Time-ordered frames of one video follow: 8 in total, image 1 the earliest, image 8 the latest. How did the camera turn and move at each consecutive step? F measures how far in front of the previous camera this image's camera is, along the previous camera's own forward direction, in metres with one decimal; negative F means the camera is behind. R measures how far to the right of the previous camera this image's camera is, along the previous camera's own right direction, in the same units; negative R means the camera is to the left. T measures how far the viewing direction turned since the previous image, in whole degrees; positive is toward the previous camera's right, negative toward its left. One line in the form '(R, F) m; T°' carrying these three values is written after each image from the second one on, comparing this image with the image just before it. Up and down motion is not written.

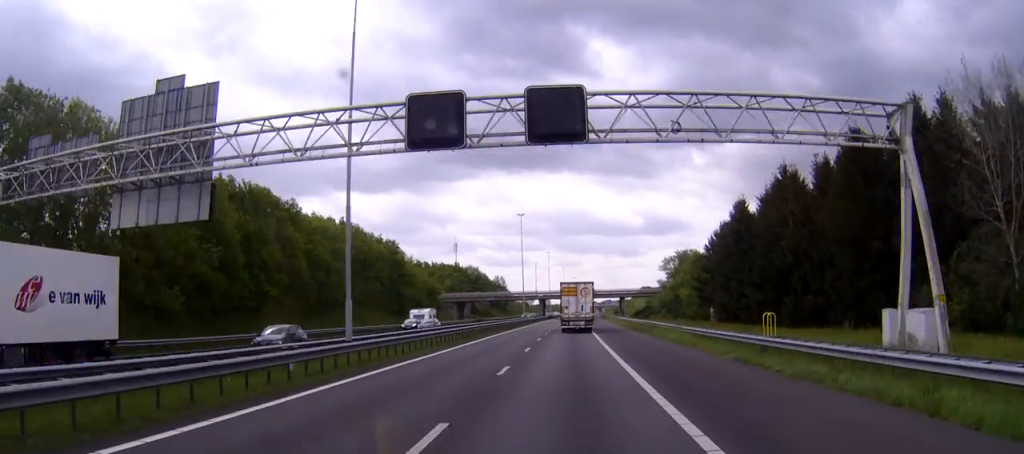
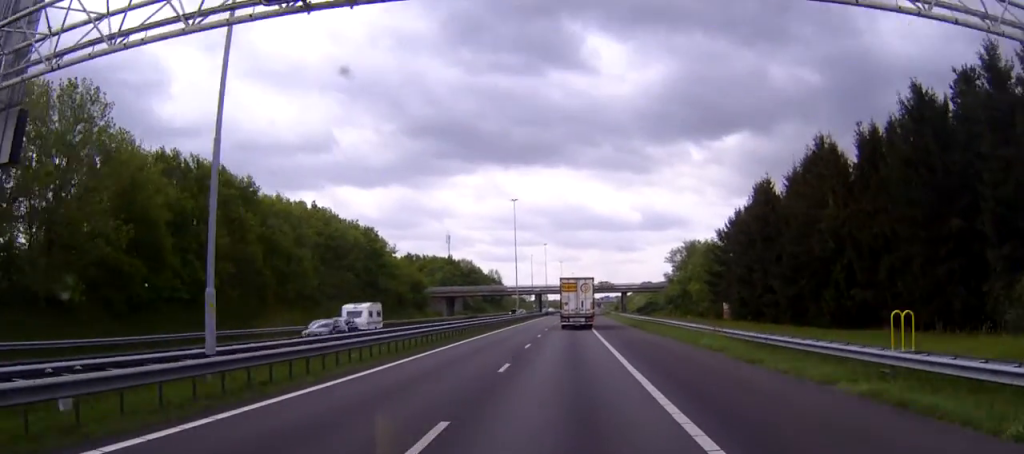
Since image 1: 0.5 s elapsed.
(0.0, +11.9) m; 0°
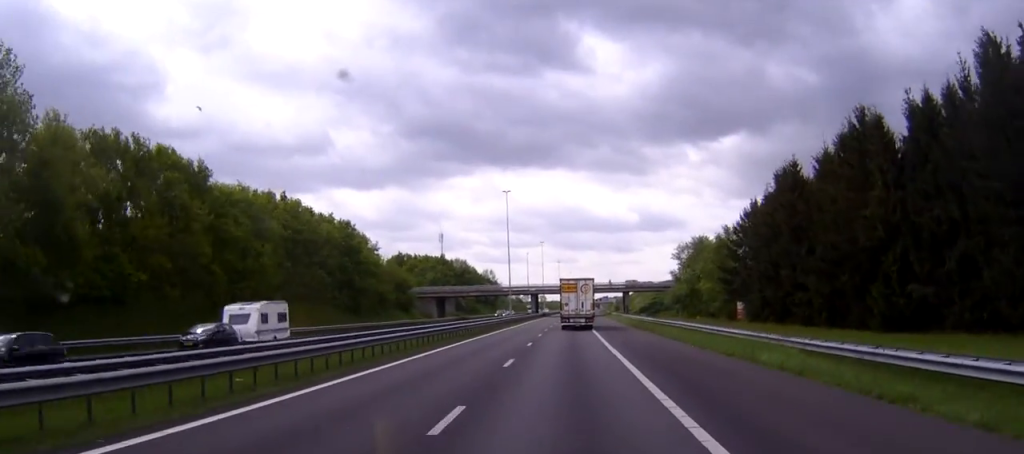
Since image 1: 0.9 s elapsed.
(0.0, +10.3) m; 0°
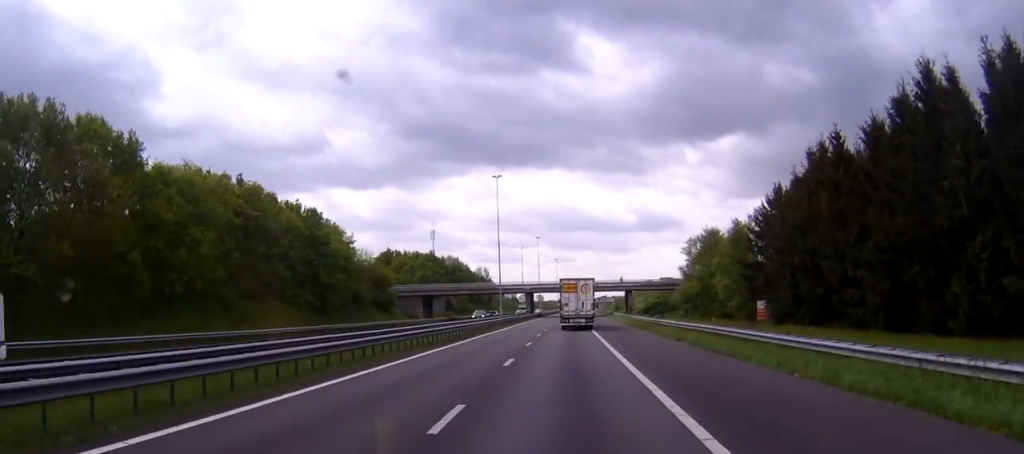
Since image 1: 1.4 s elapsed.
(0.0, +11.9) m; 0°
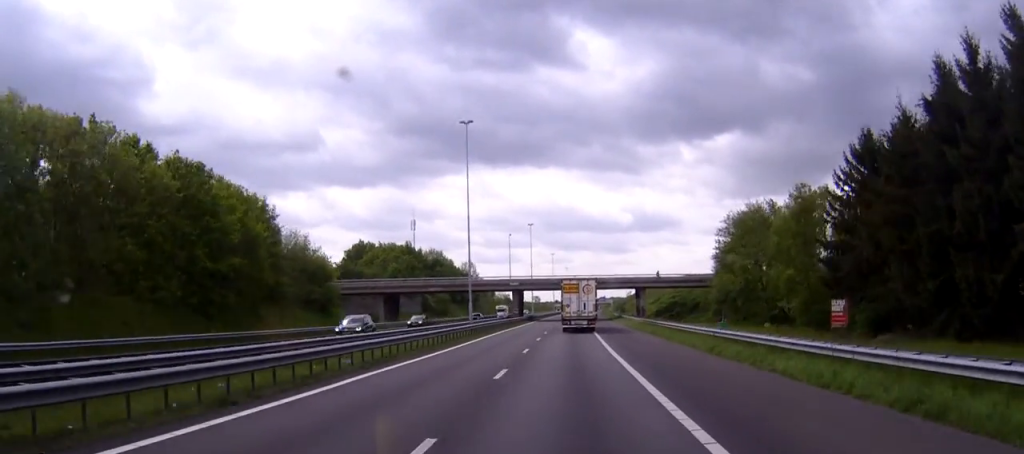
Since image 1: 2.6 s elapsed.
(+0.1, +26.8) m; +1°
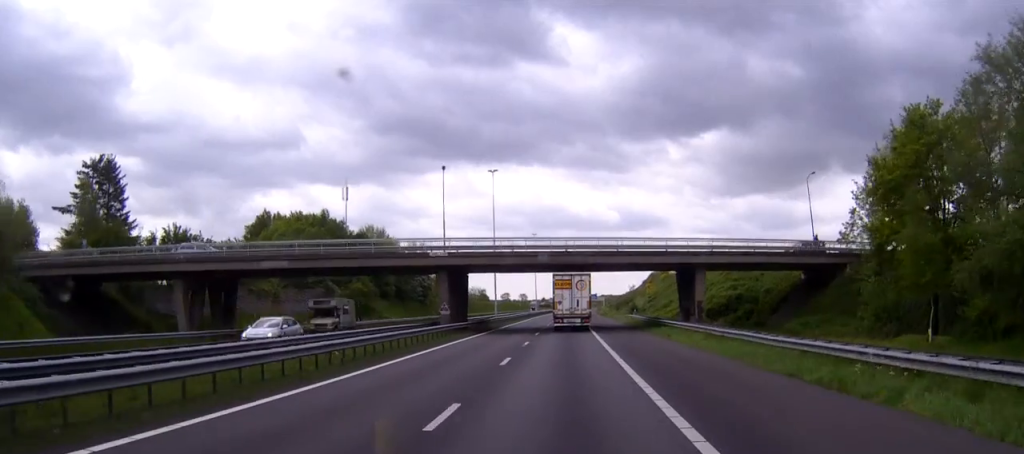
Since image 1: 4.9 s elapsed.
(+0.7, +56.0) m; +1°
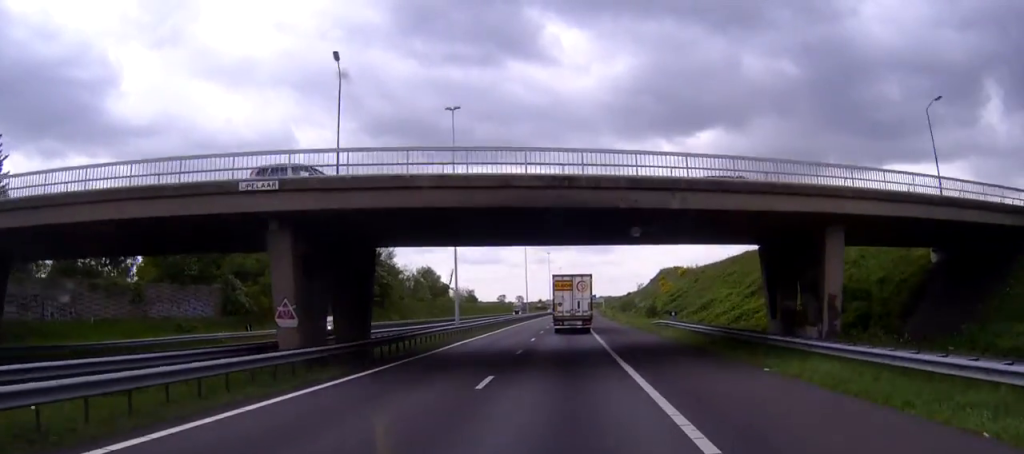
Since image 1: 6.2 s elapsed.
(0.0, +30.0) m; 0°
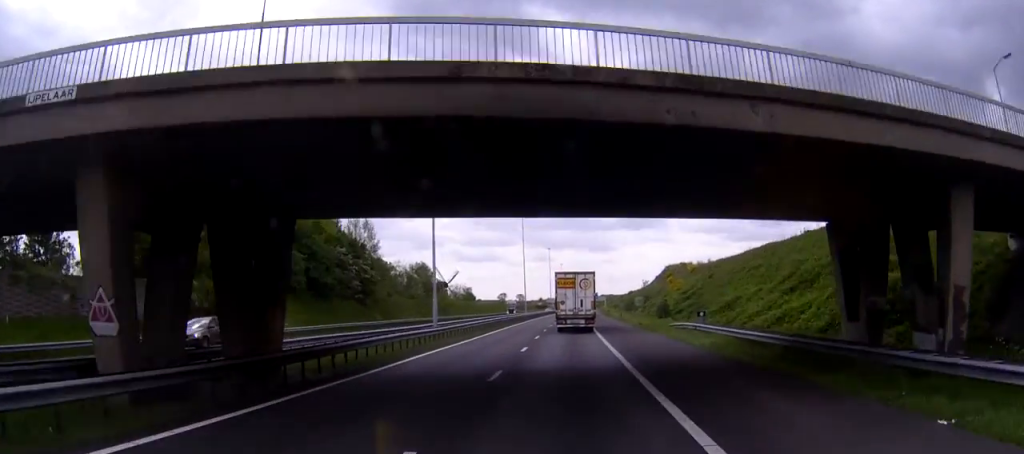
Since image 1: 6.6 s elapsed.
(0.0, +10.2) m; 0°
